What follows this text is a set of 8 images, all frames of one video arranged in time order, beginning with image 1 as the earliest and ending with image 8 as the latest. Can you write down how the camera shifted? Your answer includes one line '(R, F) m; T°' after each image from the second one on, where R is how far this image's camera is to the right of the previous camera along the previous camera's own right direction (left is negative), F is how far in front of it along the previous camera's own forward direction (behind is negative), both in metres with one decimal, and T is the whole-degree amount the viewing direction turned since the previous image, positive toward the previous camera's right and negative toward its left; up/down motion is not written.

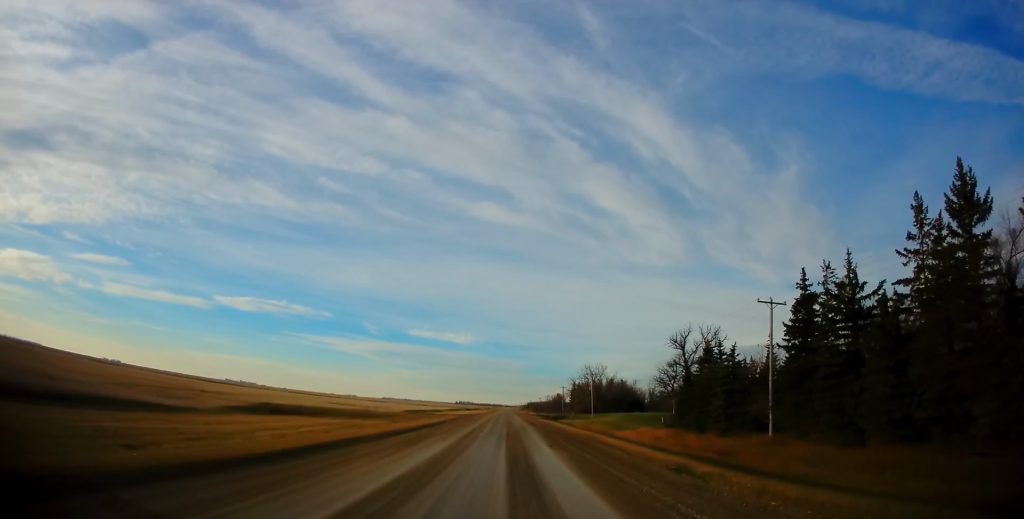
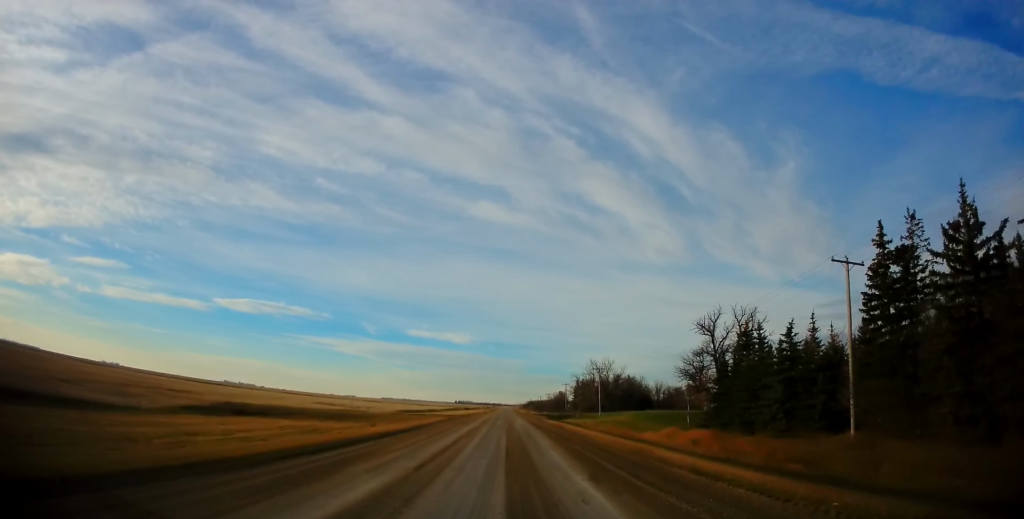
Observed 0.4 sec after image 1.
(-0.1, +10.7) m; -1°
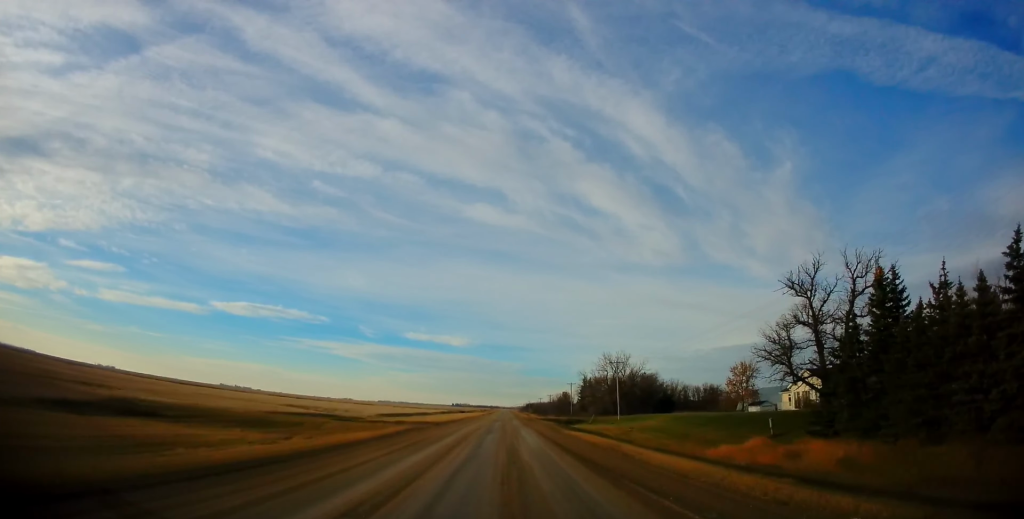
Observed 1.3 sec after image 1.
(-0.3, +21.0) m; -1°
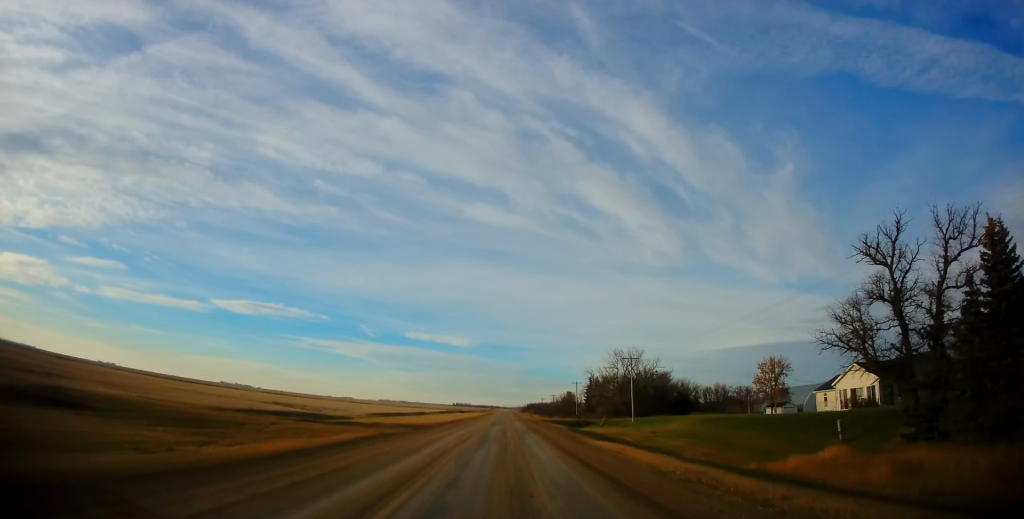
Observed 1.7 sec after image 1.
(-0.1, +9.6) m; 0°
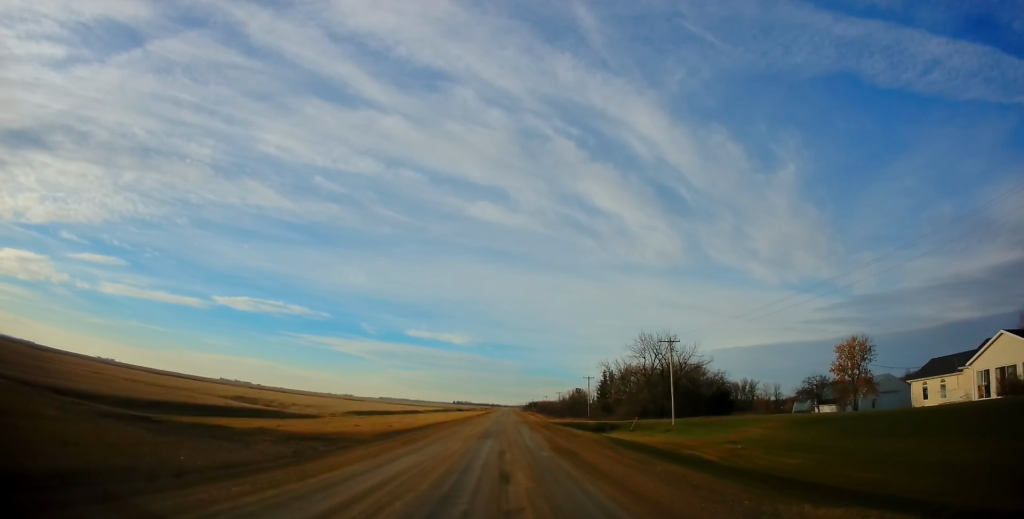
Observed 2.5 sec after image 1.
(+0.2, +19.5) m; +1°
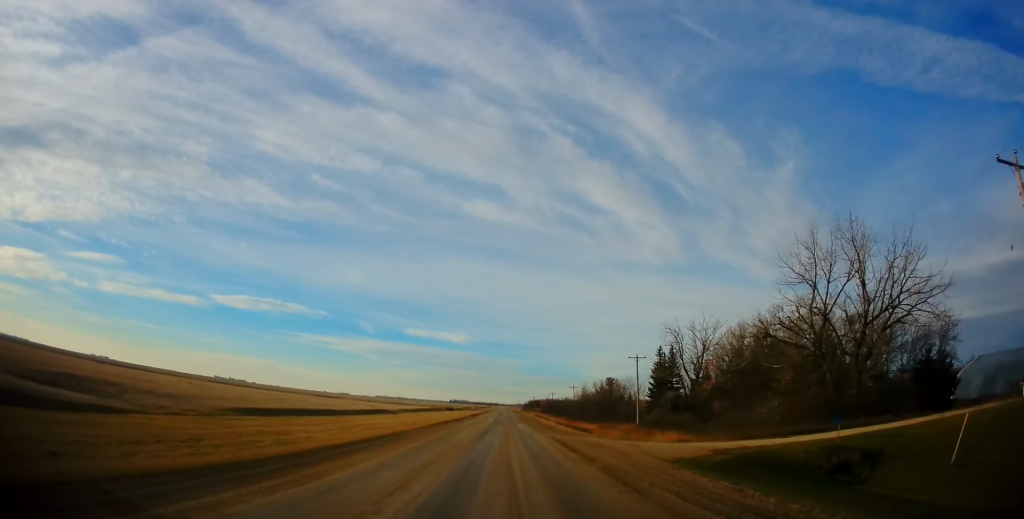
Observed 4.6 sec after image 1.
(0.0, +46.6) m; 0°
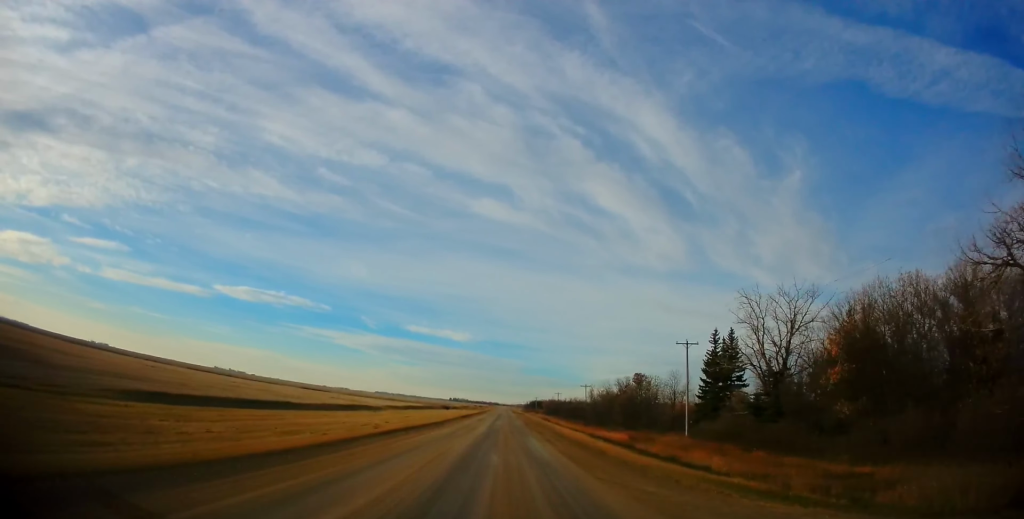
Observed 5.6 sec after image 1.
(0.0, +19.1) m; +1°
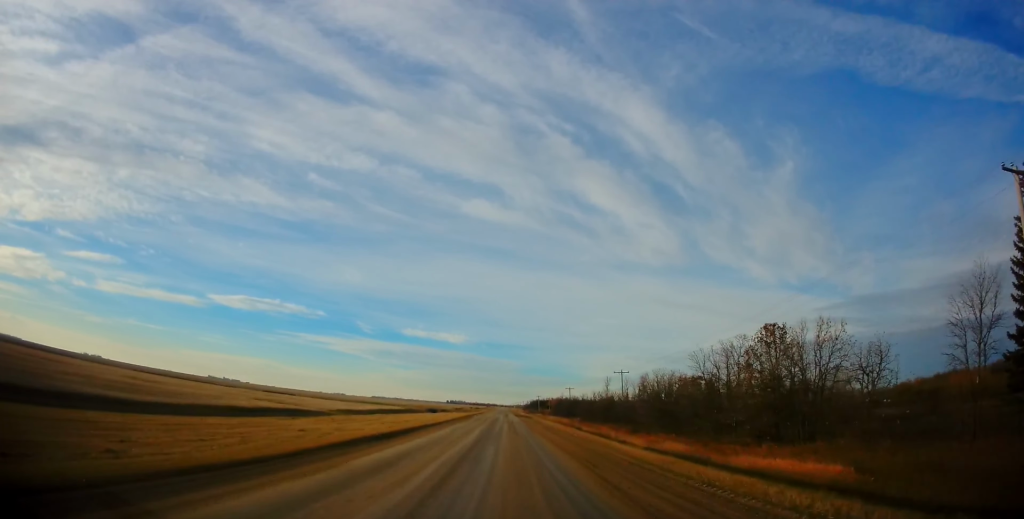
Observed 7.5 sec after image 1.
(+0.3, +36.2) m; 0°
